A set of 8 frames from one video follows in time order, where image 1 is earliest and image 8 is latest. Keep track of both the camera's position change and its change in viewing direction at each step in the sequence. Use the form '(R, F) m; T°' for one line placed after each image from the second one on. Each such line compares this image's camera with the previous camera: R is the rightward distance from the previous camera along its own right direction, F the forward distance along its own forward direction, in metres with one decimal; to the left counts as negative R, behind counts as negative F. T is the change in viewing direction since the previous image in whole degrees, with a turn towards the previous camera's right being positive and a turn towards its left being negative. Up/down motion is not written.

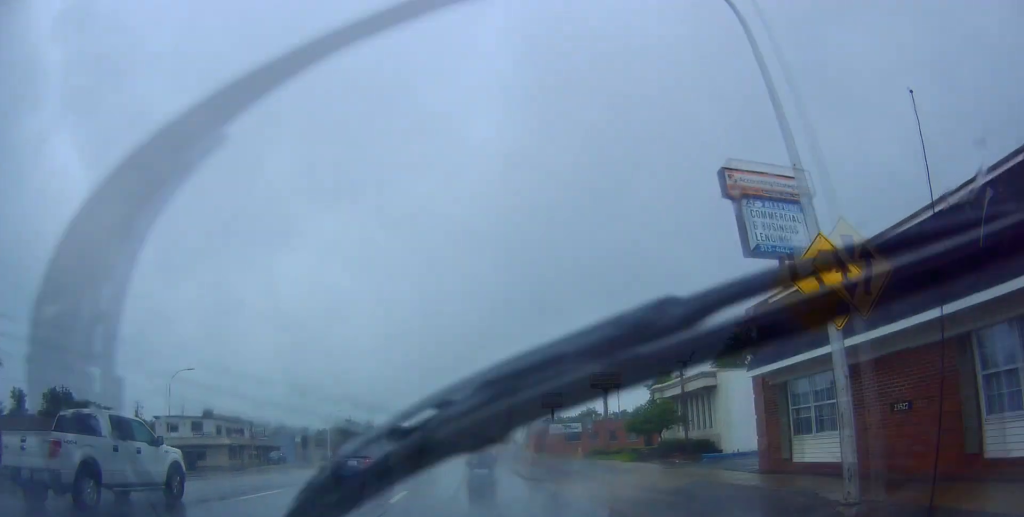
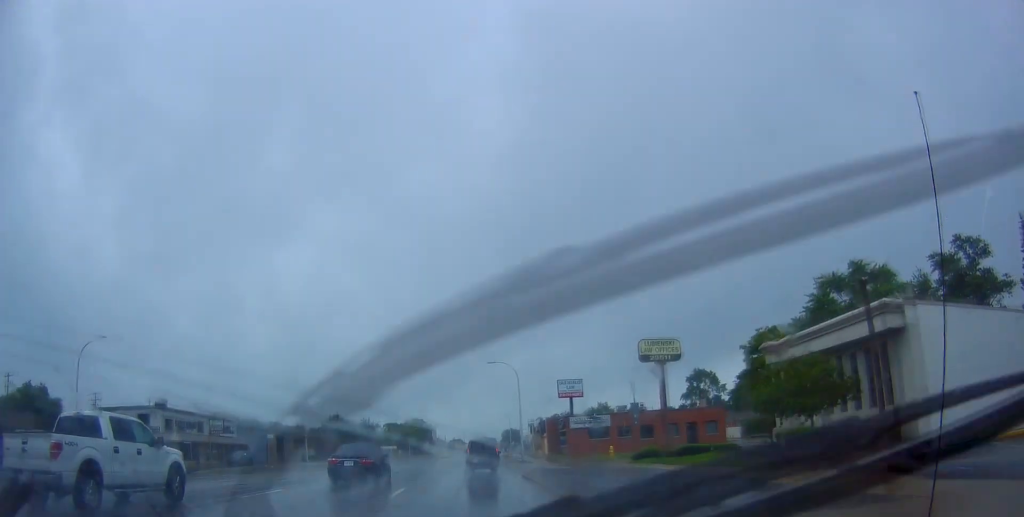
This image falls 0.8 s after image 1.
(+0.1, +13.7) m; 0°
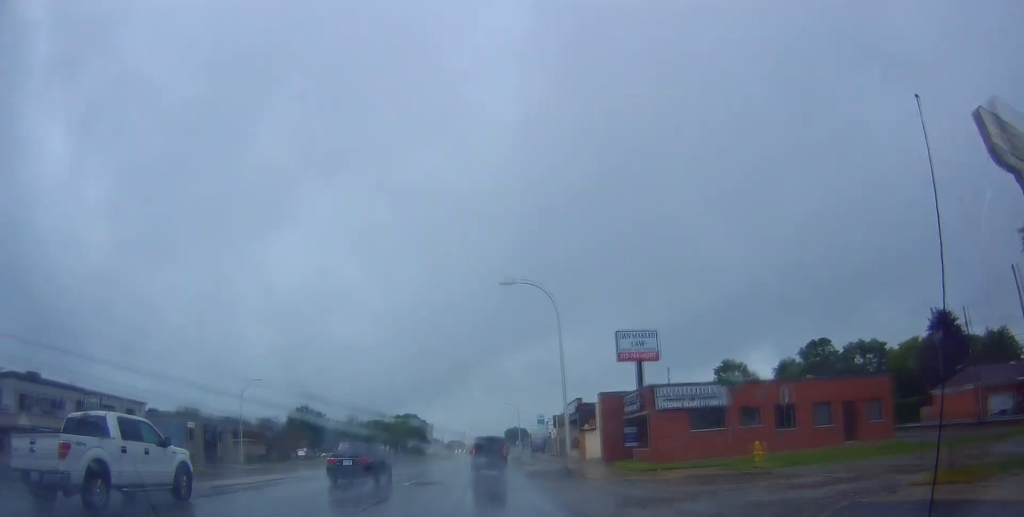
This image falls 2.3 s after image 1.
(-0.4, +26.0) m; -2°
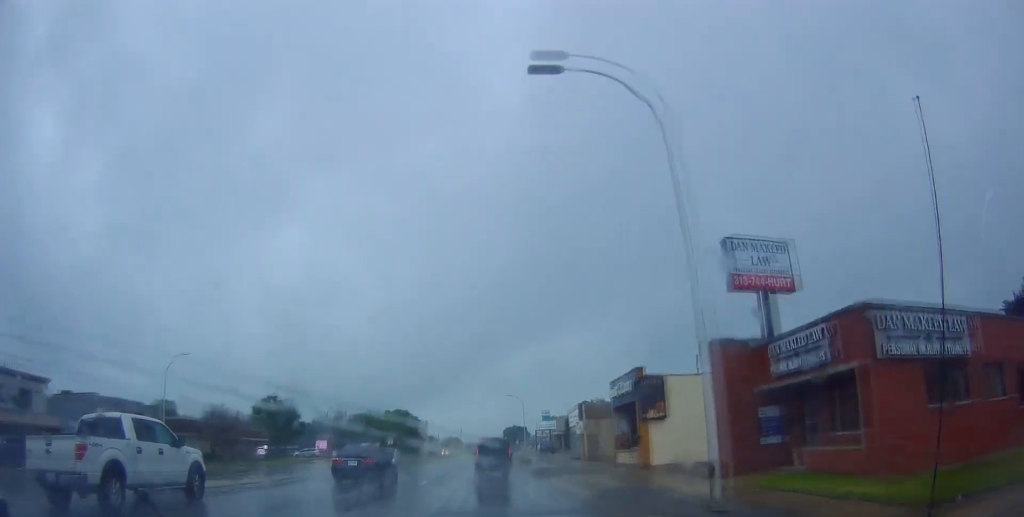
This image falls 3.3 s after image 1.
(0.0, +17.5) m; 0°
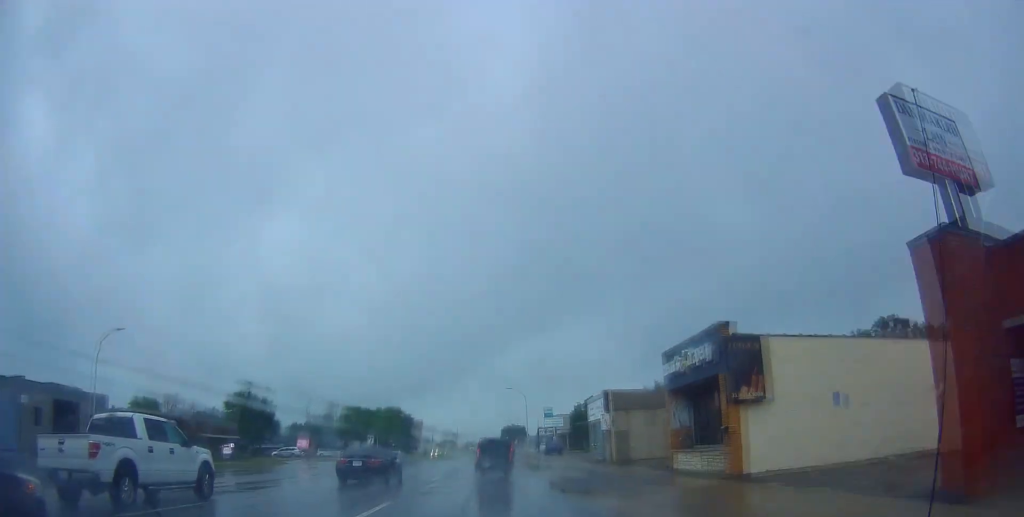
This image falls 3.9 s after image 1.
(+0.1, +10.4) m; +1°
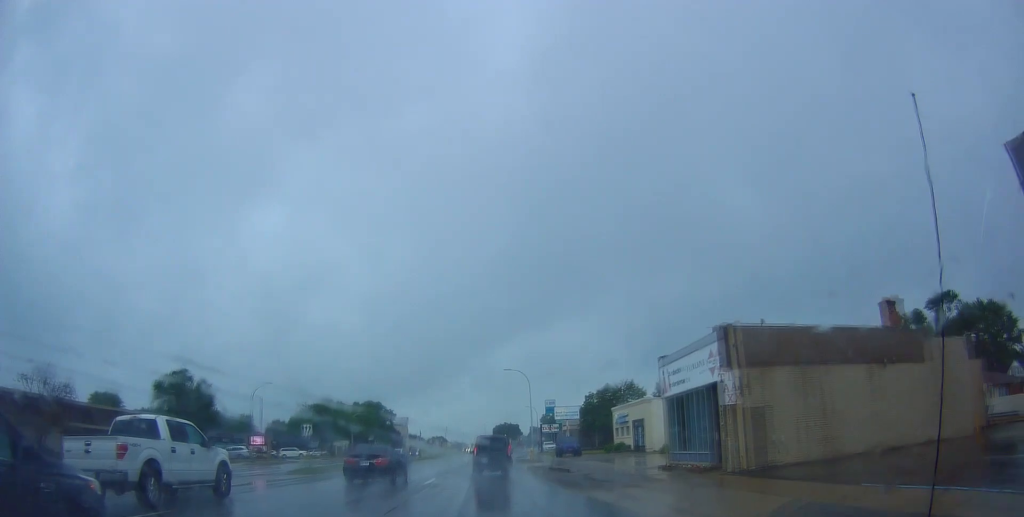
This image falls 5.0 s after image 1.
(+0.3, +18.5) m; +2°
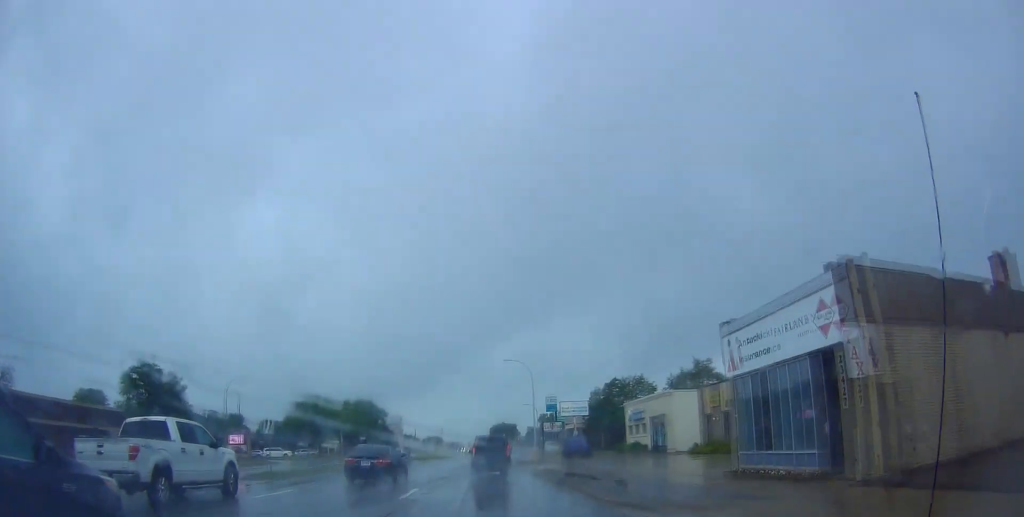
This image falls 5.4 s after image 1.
(0.0, +6.6) m; 0°
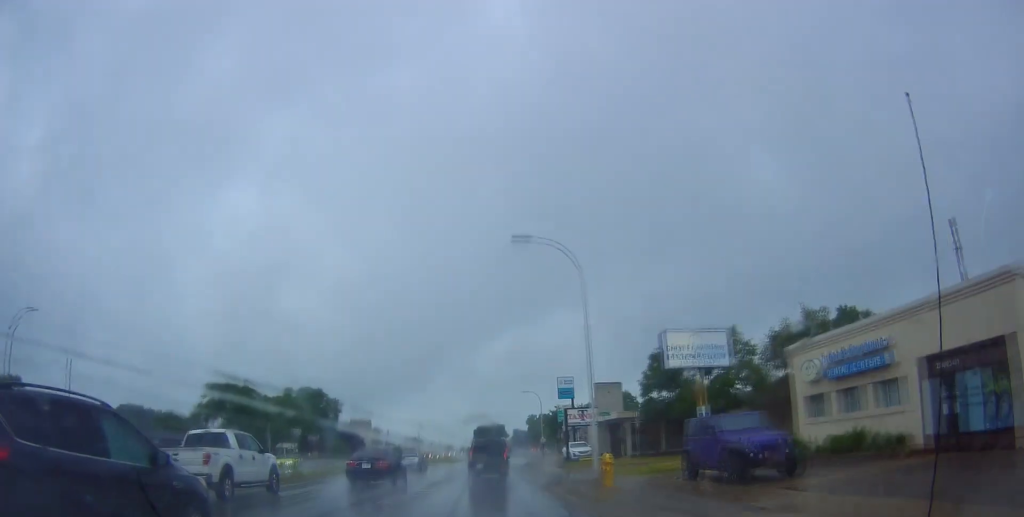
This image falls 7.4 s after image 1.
(-0.9, +32.3) m; -2°
